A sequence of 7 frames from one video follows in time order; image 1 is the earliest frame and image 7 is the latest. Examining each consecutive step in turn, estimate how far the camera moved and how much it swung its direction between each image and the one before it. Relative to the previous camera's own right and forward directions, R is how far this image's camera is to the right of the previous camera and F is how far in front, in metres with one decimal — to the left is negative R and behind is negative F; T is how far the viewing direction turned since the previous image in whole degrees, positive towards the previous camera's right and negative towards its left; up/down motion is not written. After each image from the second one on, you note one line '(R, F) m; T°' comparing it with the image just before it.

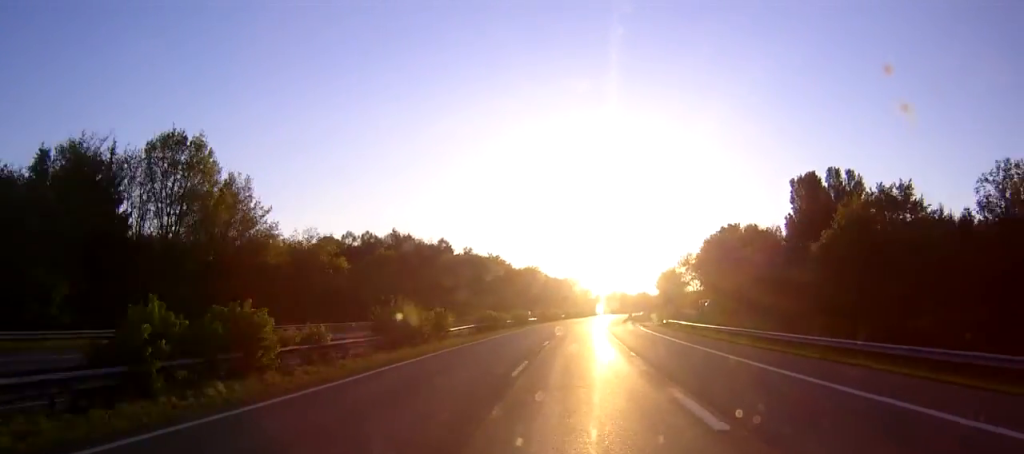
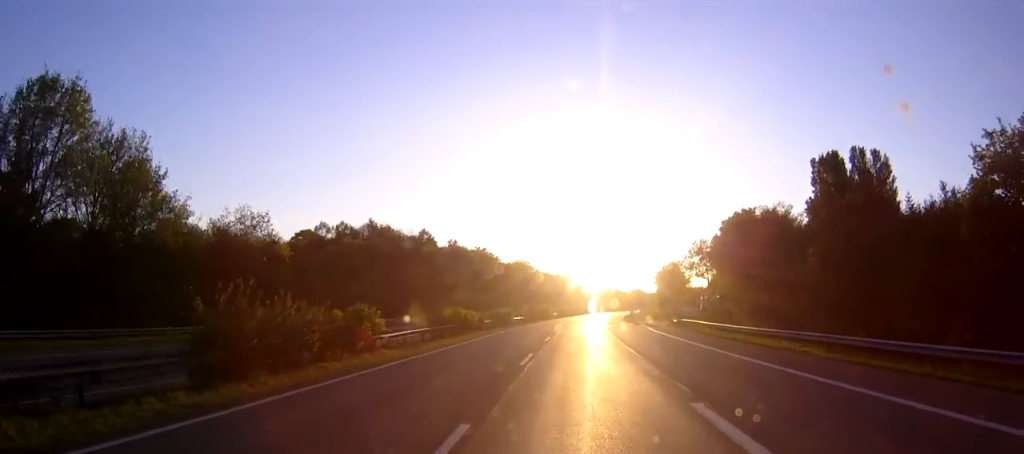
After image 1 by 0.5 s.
(0.0, +15.0) m; +1°
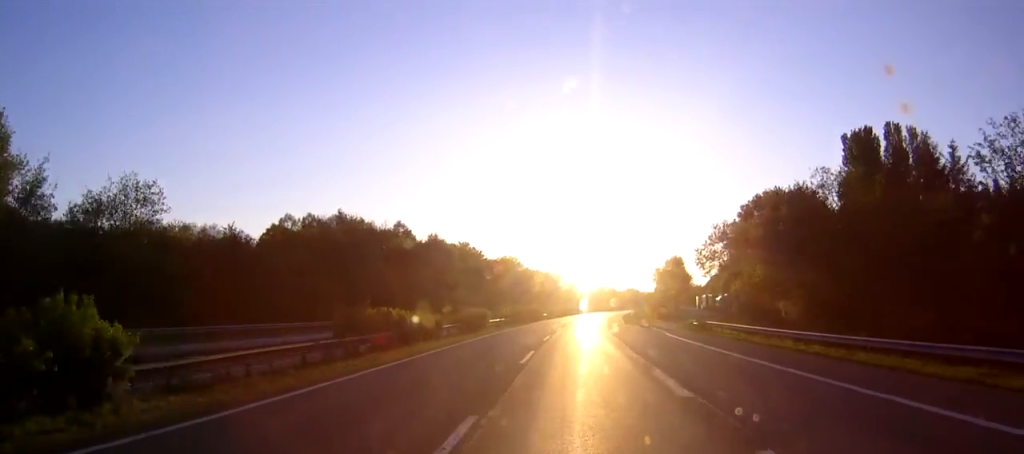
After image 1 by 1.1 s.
(+0.1, +16.9) m; +1°
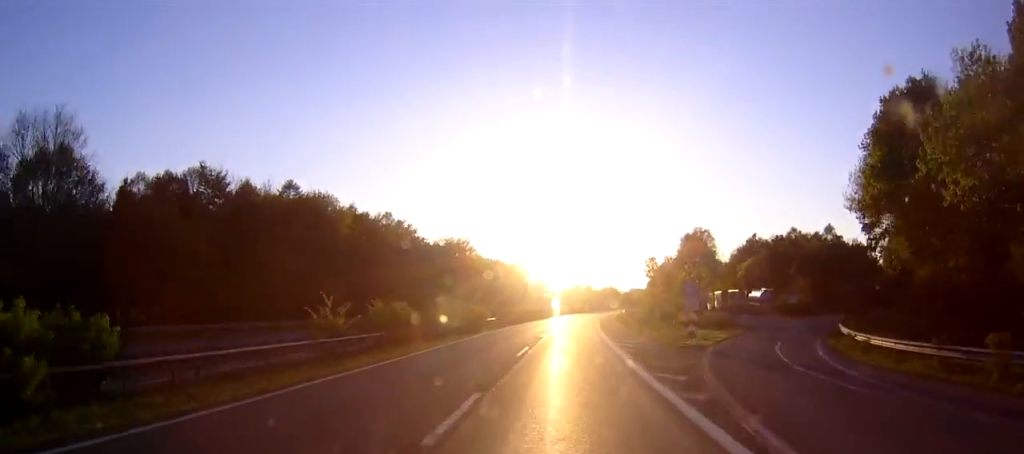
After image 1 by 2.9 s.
(+1.1, +49.7) m; +2°
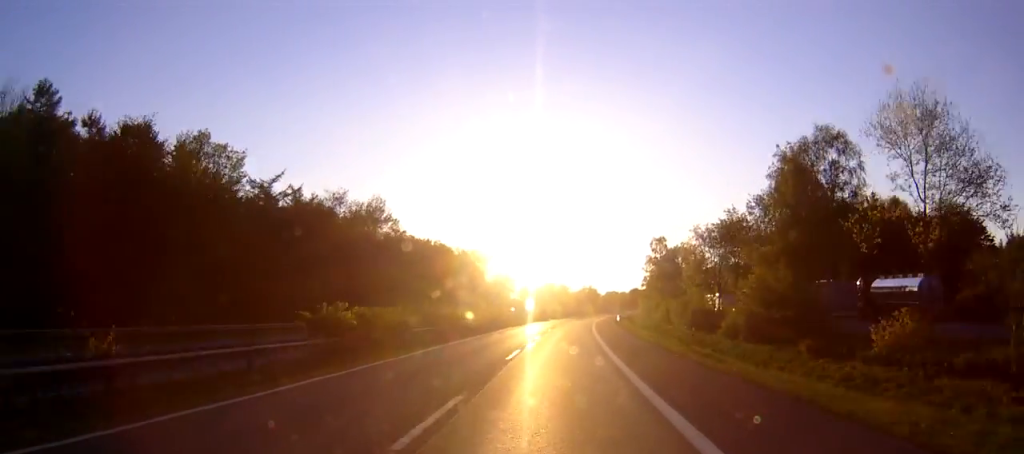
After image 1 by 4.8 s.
(+0.9, +53.7) m; +2°
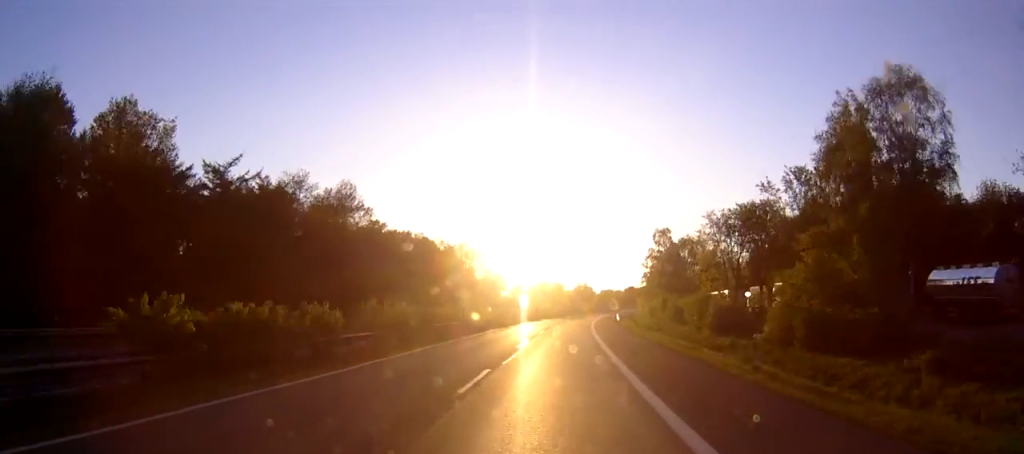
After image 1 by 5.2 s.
(0.0, +11.4) m; 0°
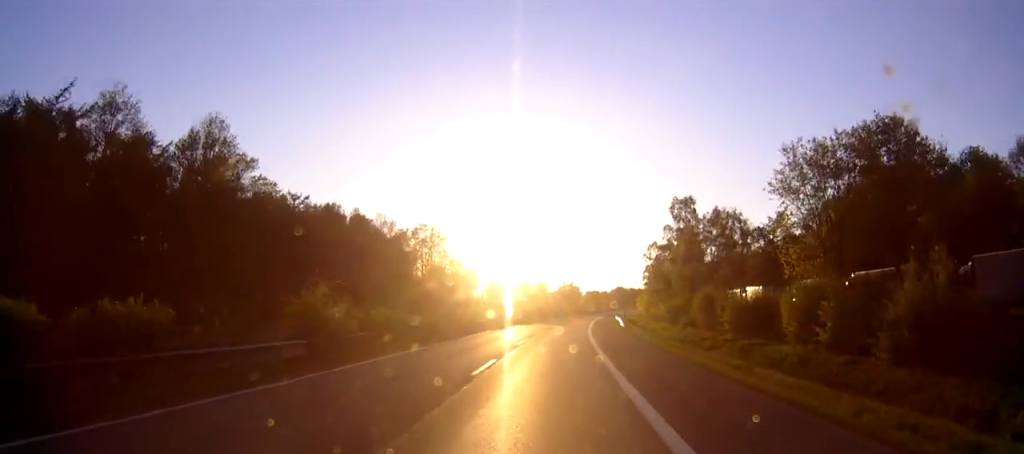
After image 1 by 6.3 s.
(+0.4, +31.2) m; +2°
